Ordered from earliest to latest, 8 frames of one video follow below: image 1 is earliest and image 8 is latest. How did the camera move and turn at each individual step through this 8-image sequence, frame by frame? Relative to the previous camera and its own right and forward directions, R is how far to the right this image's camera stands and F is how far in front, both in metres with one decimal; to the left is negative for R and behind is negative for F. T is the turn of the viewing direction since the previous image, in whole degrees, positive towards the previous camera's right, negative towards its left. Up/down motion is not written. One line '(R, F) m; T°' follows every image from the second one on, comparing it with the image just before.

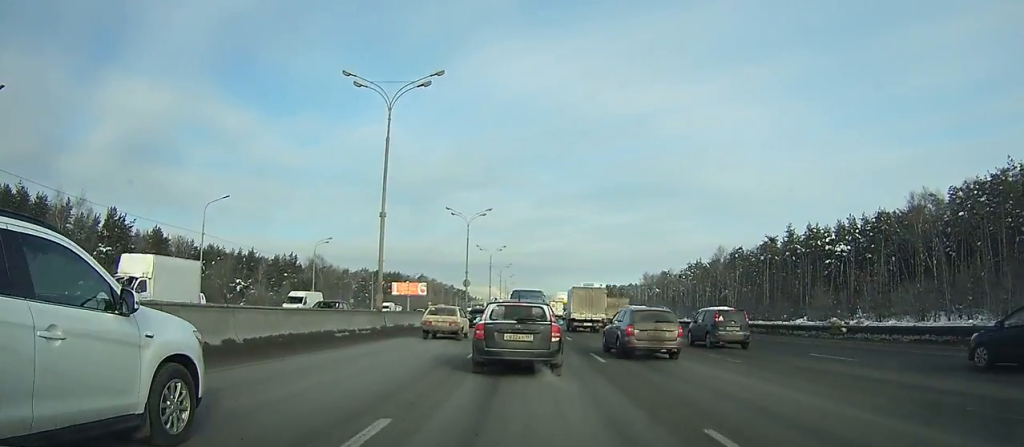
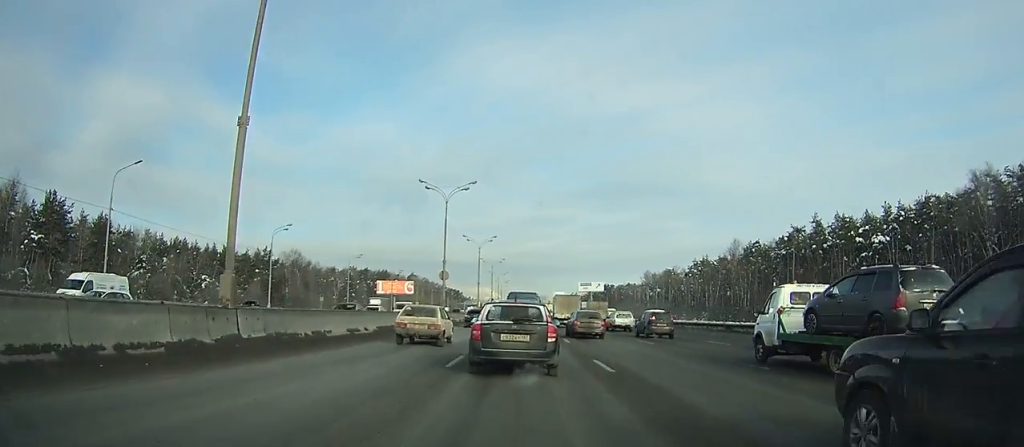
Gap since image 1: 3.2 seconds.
(+0.2, +15.5) m; +1°
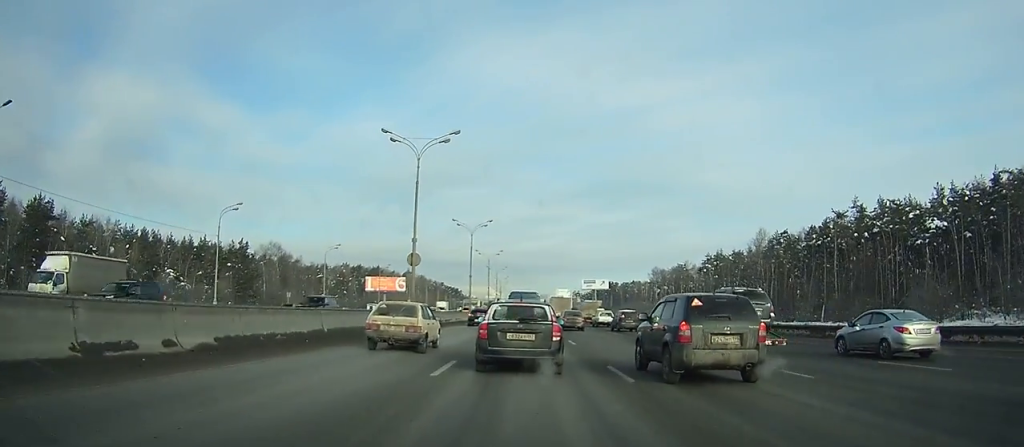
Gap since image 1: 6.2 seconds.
(0.0, +15.2) m; 0°
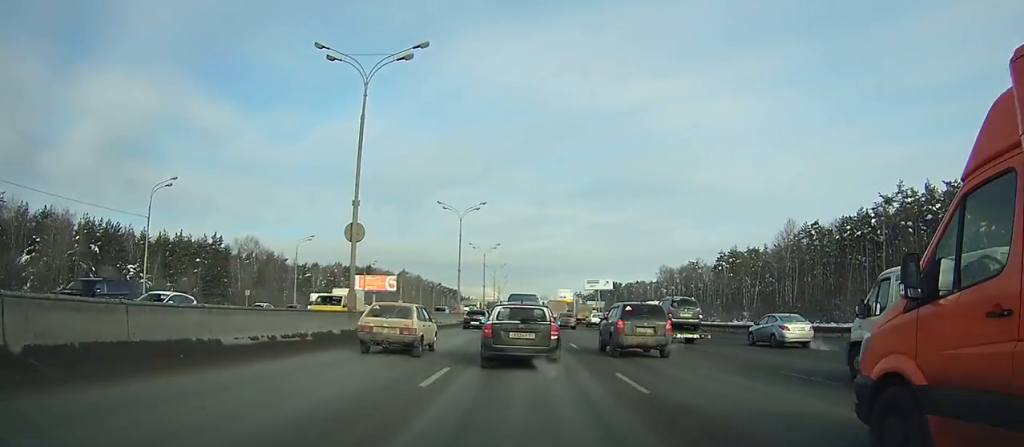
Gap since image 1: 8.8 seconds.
(0.0, +13.3) m; 0°
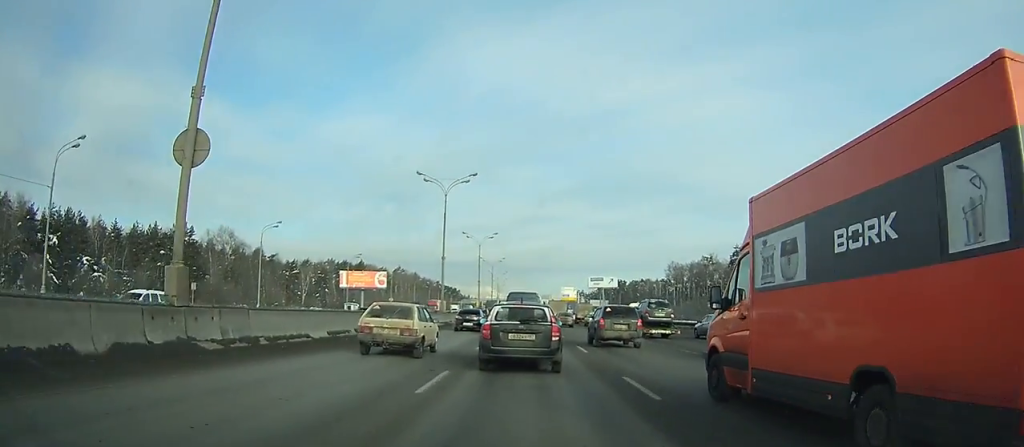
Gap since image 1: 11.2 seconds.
(0.0, +12.0) m; 0°
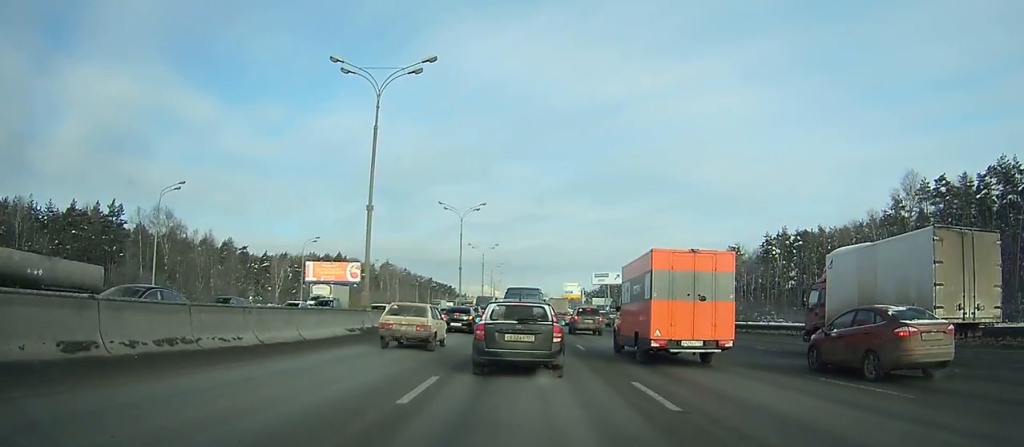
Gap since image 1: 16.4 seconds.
(0.0, +23.2) m; -1°
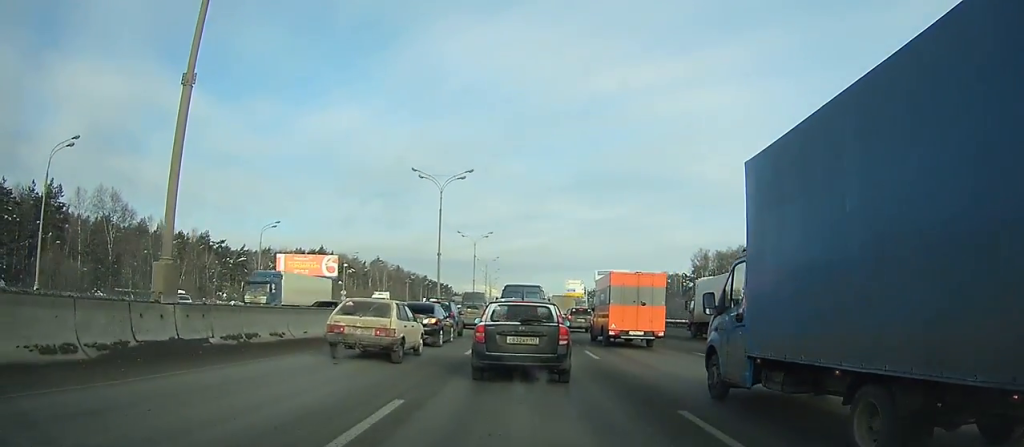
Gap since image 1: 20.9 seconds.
(0.0, +15.5) m; 0°
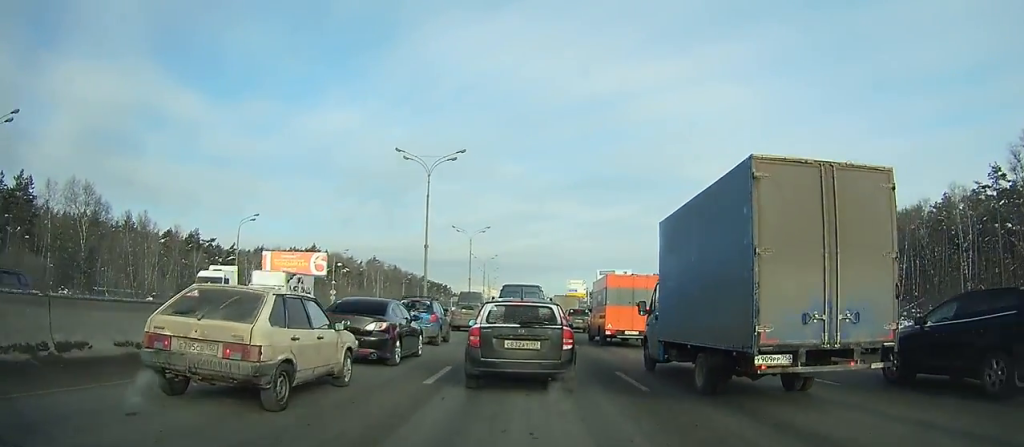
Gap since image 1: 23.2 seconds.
(0.0, +6.8) m; 0°
